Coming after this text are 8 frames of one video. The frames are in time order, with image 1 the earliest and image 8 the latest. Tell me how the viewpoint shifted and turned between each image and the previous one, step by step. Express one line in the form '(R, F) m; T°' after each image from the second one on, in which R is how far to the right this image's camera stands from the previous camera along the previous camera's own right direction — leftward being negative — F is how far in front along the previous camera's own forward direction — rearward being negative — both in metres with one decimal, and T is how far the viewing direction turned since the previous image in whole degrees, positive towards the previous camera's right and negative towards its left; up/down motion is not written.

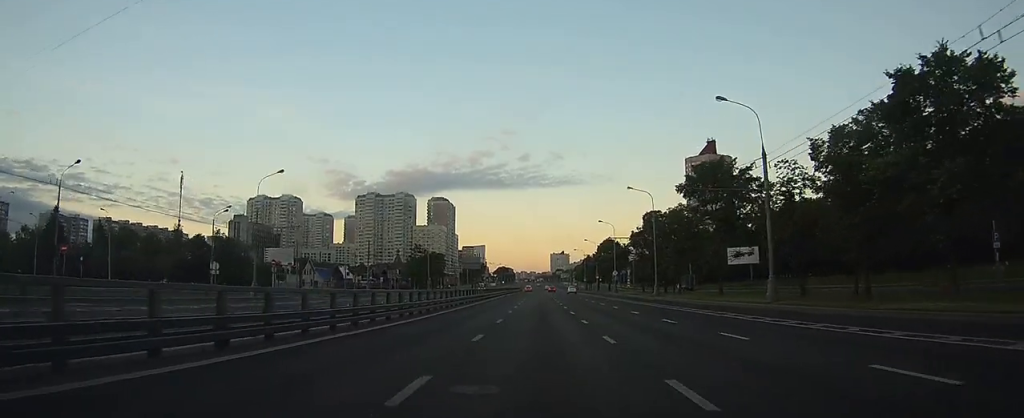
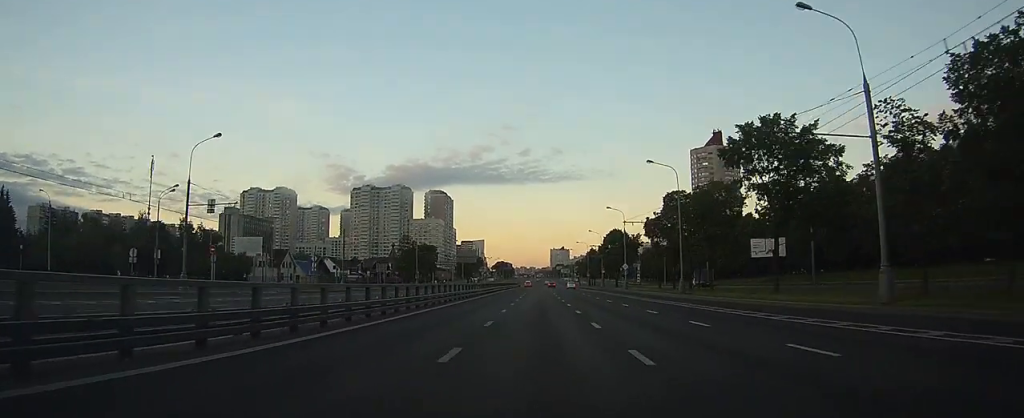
(0.0, +12.6) m; 0°
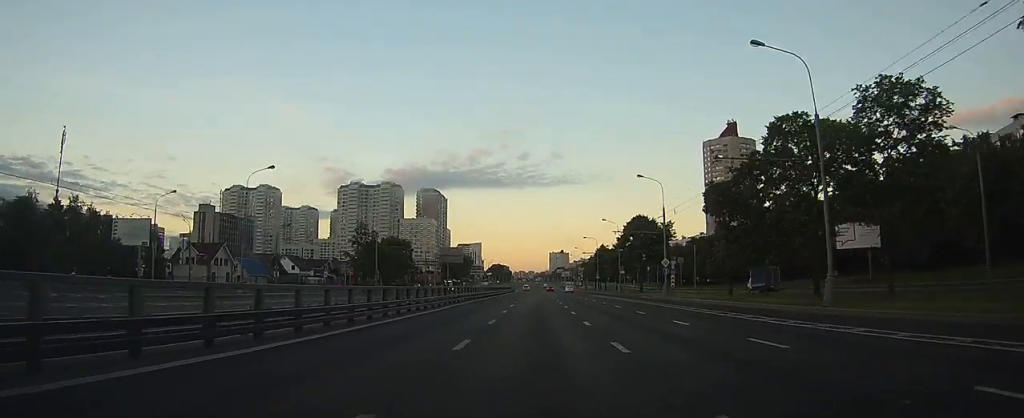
(-0.2, +30.0) m; 0°
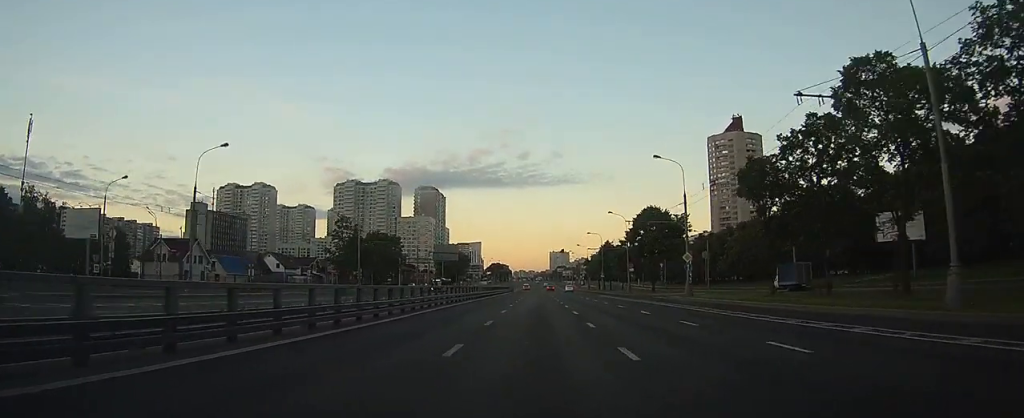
(0.0, +9.3) m; 0°
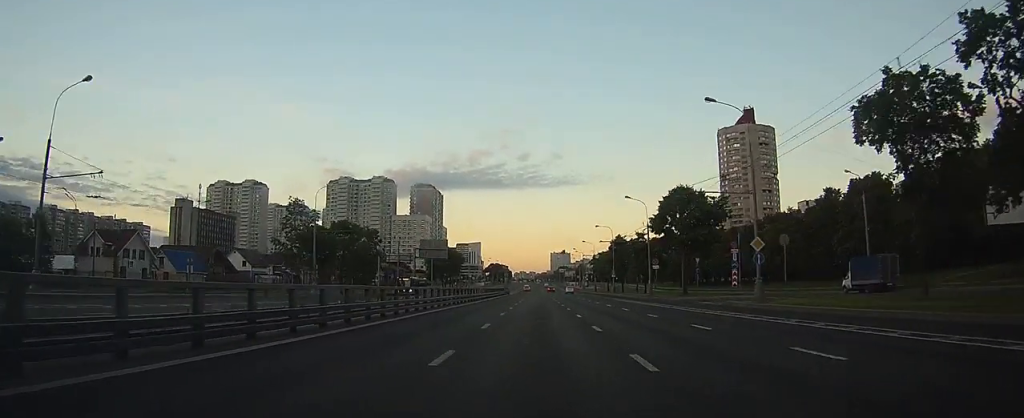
(+0.1, +17.5) m; 0°
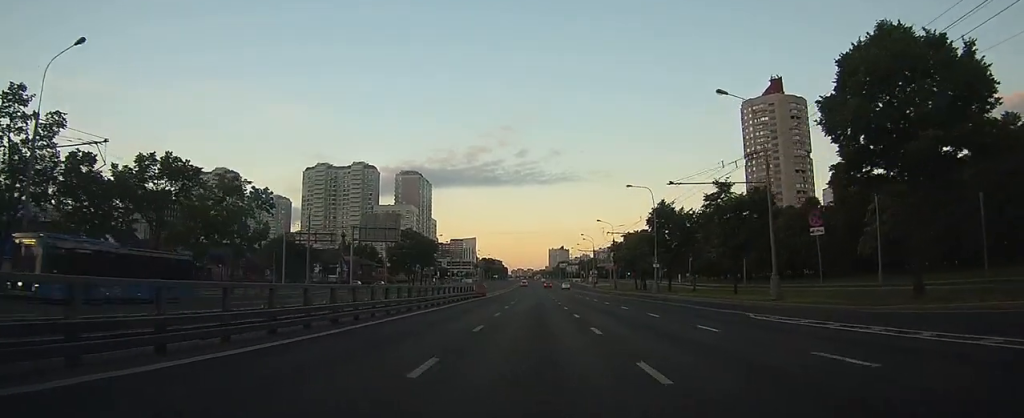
(-0.1, +41.6) m; 0°
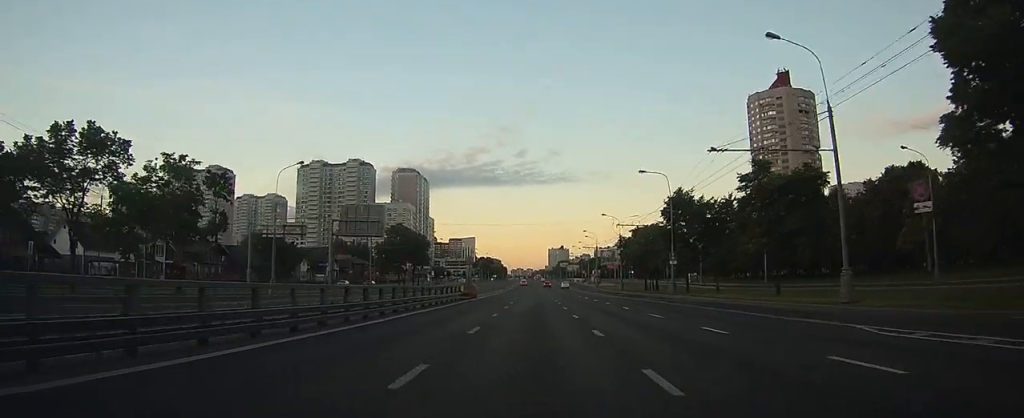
(-0.1, +8.8) m; 0°
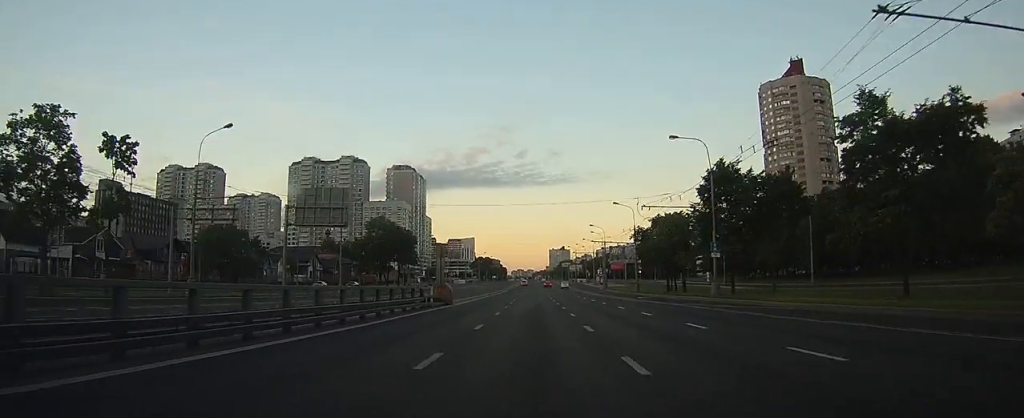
(+0.1, +14.5) m; 0°
